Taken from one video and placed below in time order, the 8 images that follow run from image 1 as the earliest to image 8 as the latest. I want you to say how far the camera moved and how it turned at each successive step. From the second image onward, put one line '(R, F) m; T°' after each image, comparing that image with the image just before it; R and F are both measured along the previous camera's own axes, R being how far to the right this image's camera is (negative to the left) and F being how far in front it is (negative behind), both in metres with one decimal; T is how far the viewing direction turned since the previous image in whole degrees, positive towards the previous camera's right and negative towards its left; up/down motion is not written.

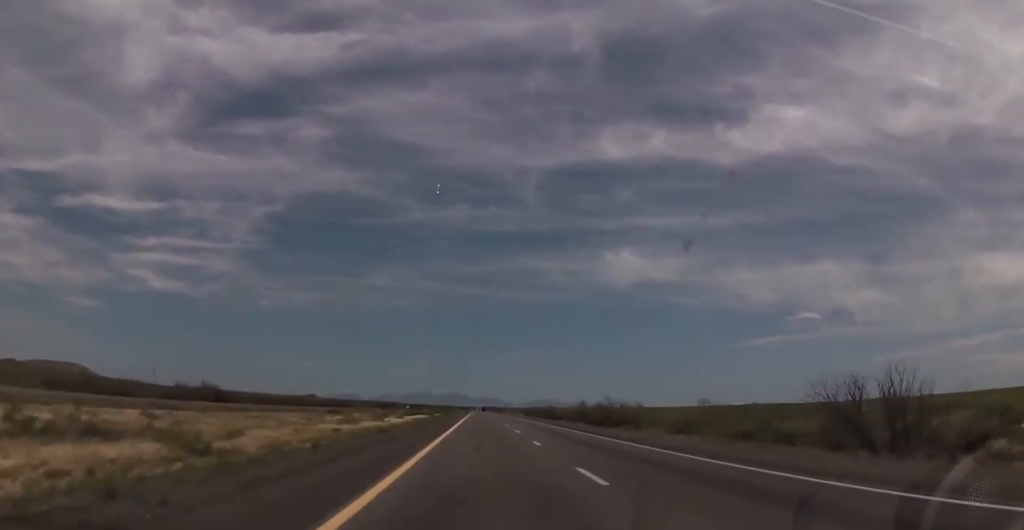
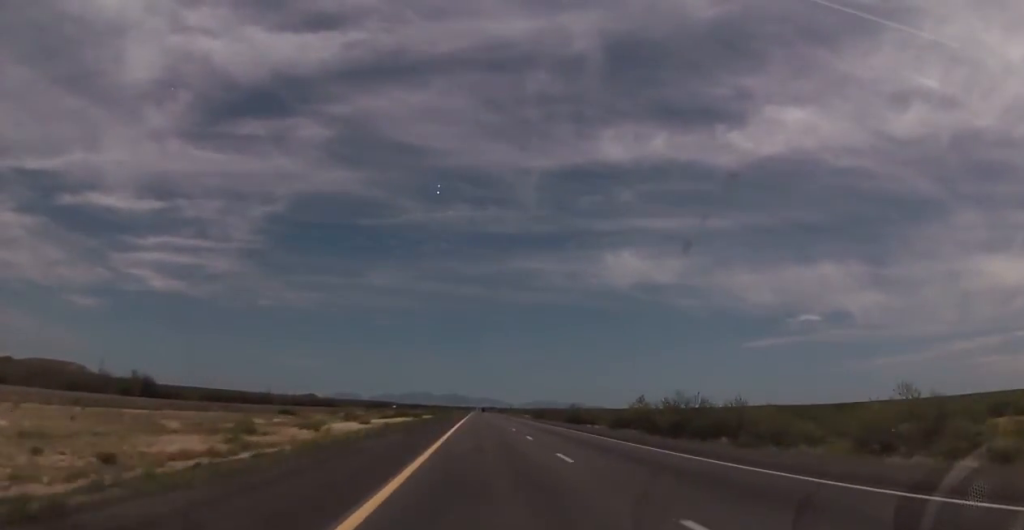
(-0.2, +31.7) m; 0°
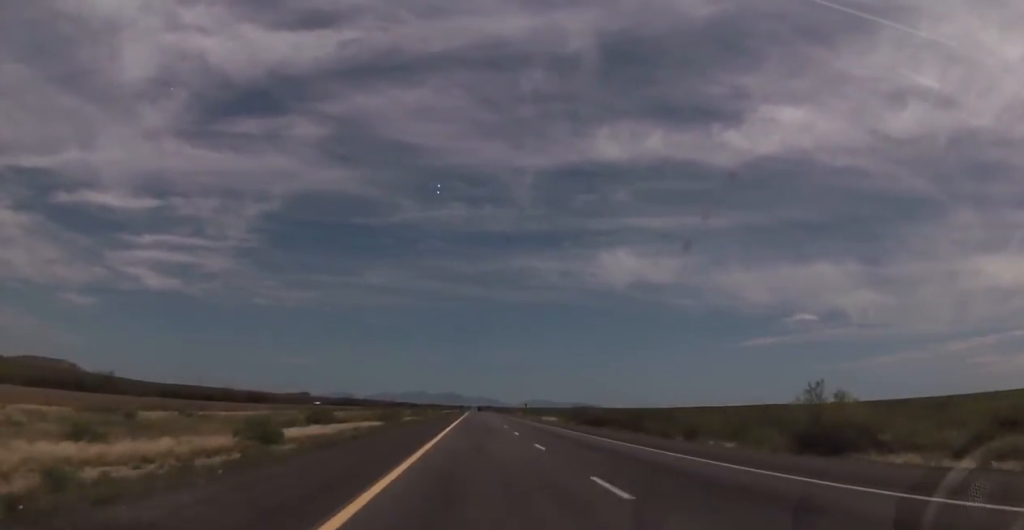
(+0.1, +80.3) m; 0°
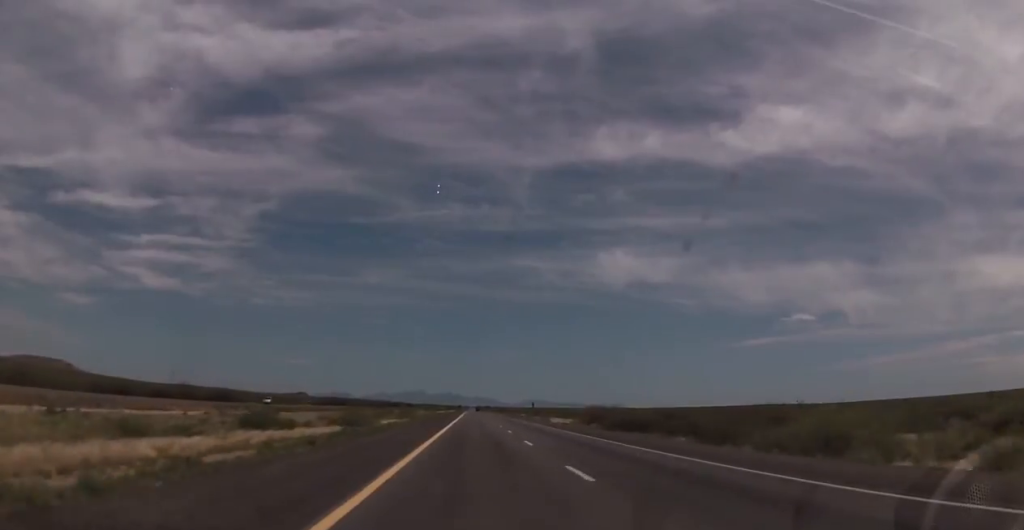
(+0.2, +21.9) m; 0°
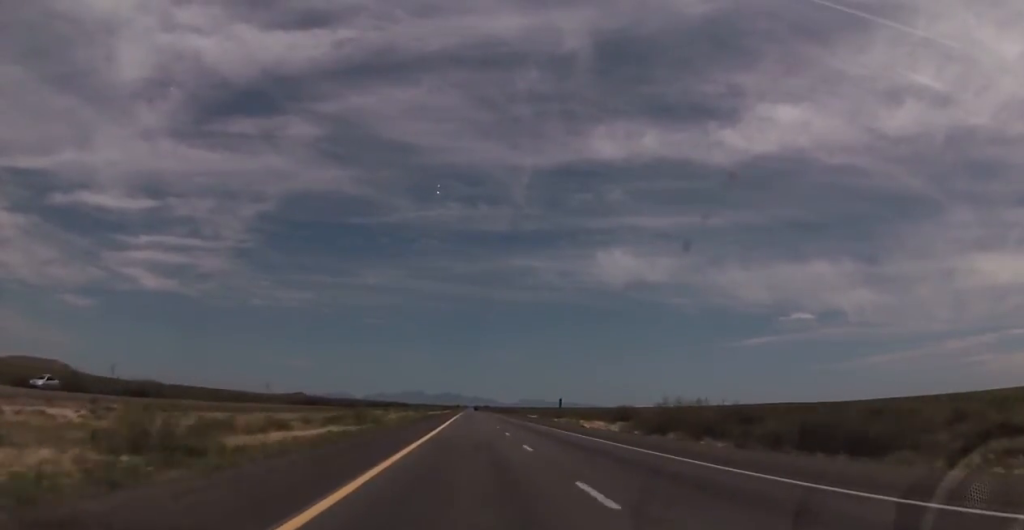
(0.0, +40.1) m; 0°
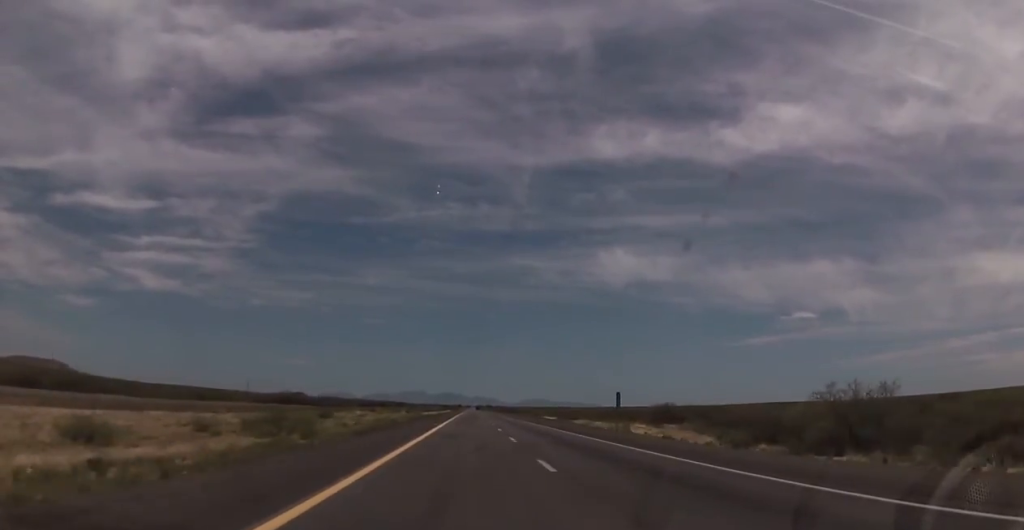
(+0.1, +31.7) m; -1°
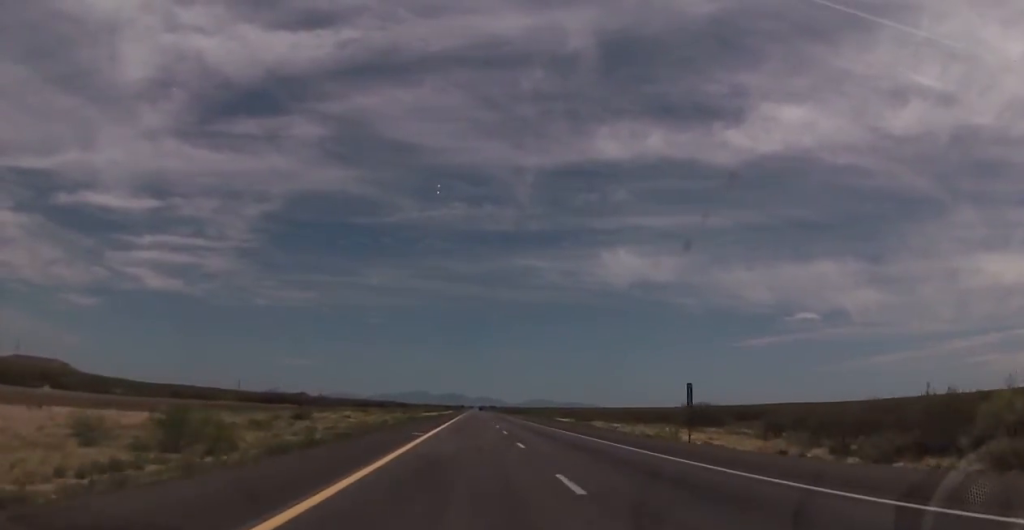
(-0.2, +15.8) m; 0°
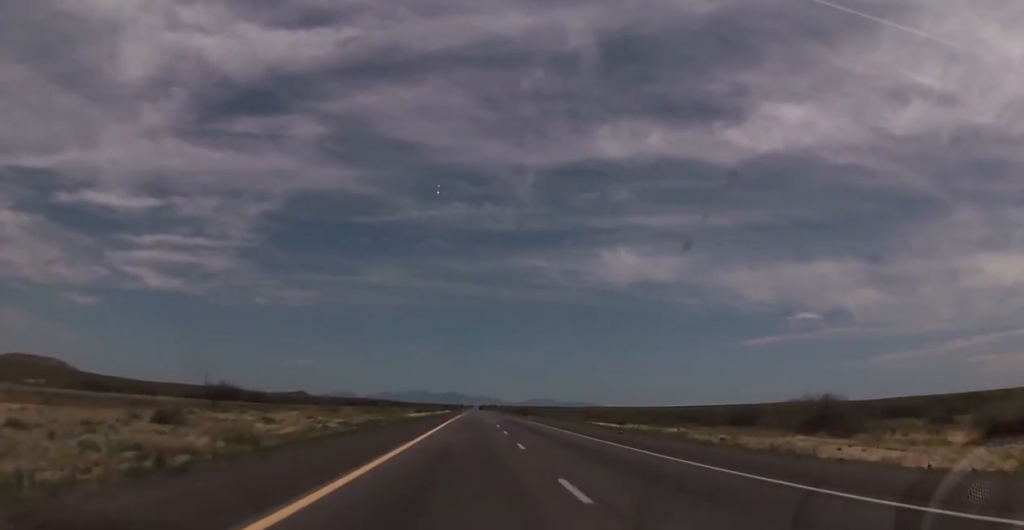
(-0.1, +37.7) m; 0°
